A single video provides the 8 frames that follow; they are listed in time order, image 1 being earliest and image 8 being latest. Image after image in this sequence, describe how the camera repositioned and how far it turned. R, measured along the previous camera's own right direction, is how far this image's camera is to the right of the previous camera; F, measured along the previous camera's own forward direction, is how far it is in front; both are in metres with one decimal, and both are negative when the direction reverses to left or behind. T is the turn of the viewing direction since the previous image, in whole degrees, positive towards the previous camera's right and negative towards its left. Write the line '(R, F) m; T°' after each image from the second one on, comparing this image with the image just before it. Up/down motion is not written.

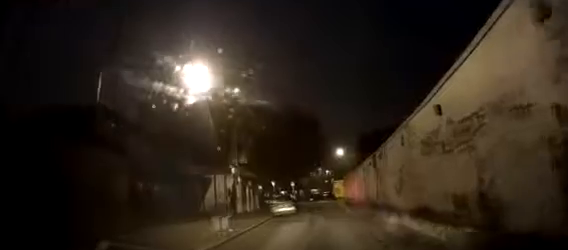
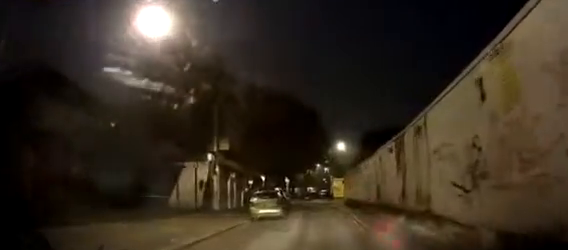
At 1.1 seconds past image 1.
(0.0, +4.4) m; +2°
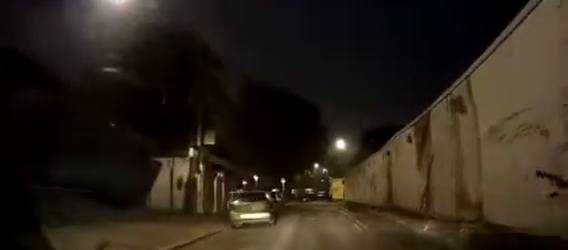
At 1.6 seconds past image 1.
(0.0, +2.1) m; +1°
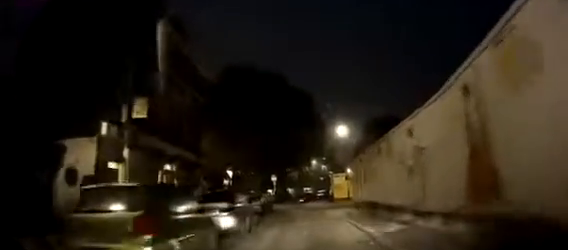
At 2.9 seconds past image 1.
(+0.3, +6.8) m; +3°
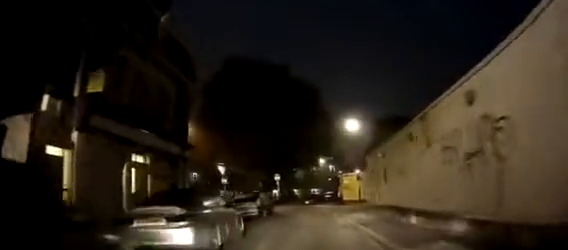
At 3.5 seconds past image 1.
(0.0, +3.2) m; 0°
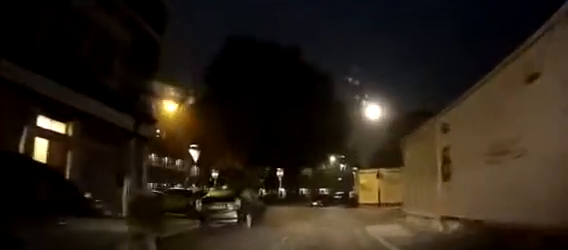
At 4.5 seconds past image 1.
(0.0, +5.3) m; -4°
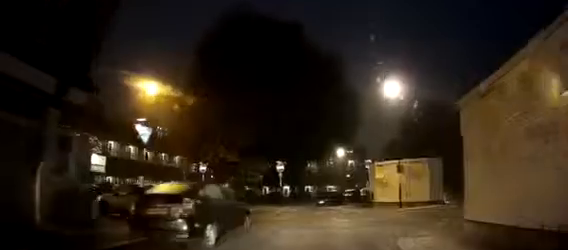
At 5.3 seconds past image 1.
(-0.3, +4.3) m; +3°
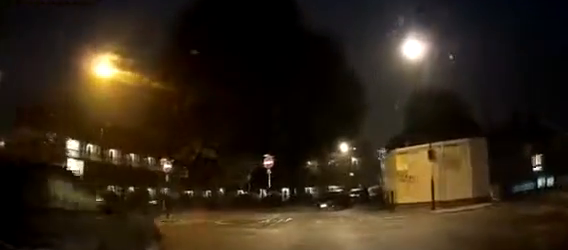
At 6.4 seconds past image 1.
(+0.6, +5.7) m; 0°
